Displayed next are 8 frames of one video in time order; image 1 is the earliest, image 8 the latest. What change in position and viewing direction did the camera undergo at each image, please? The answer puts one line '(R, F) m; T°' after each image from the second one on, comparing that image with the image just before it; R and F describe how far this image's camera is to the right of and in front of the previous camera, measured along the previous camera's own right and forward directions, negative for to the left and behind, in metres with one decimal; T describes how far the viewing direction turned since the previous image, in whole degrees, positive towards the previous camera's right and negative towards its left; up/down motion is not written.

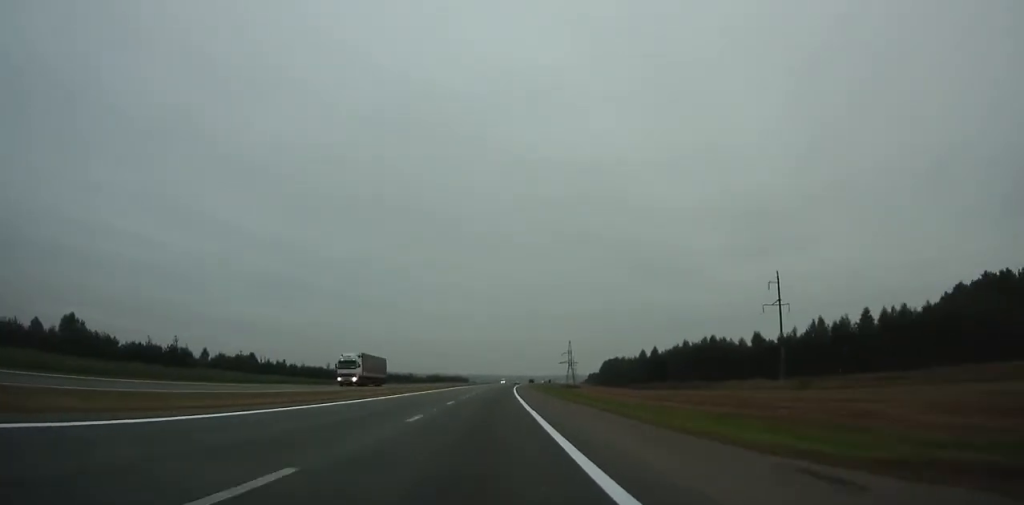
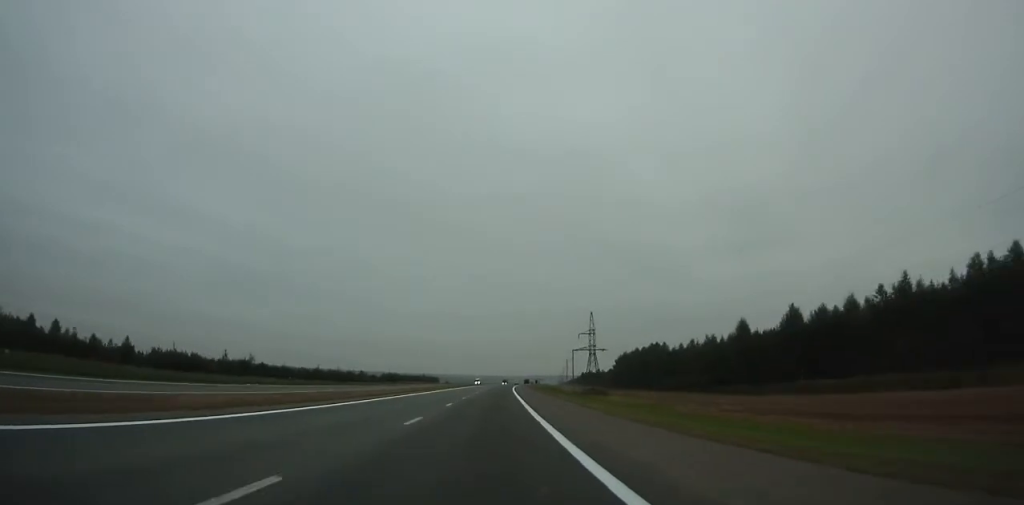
(+1.9, +108.8) m; +2°
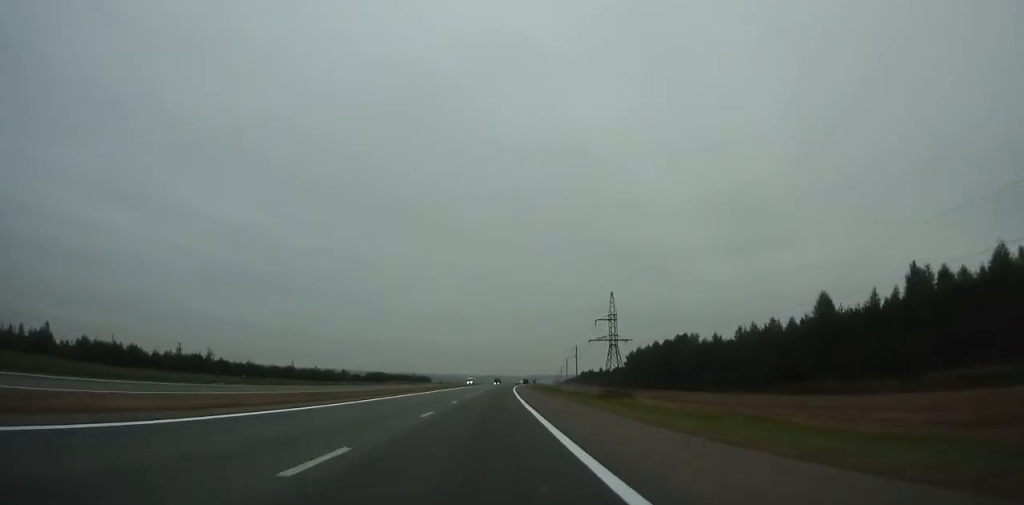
(+0.2, +33.0) m; +1°
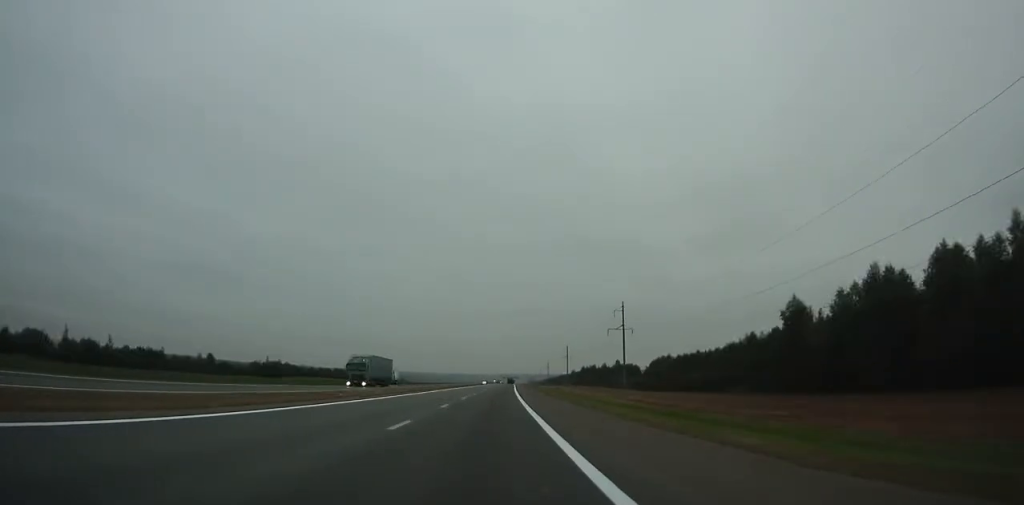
(+3.8, +147.1) m; +3°
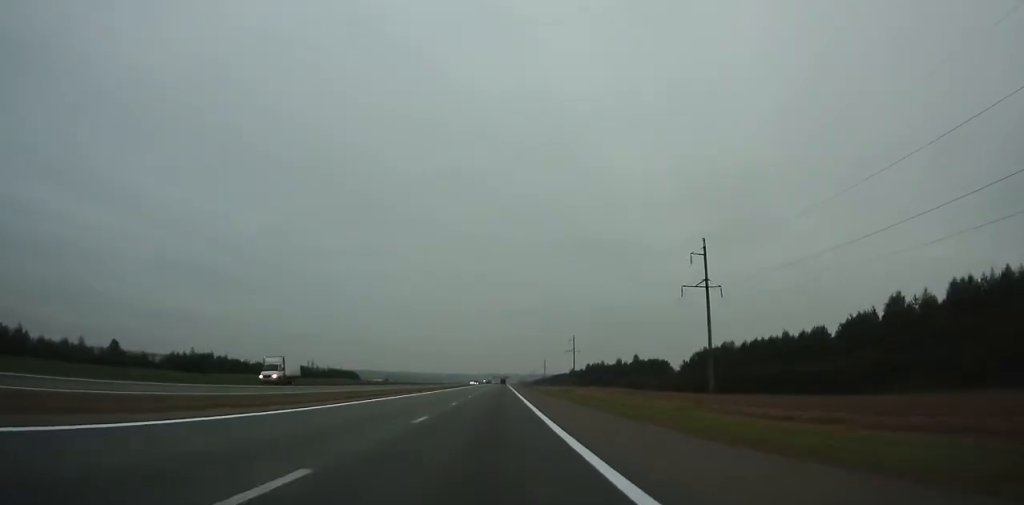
(+0.8, +56.4) m; +1°
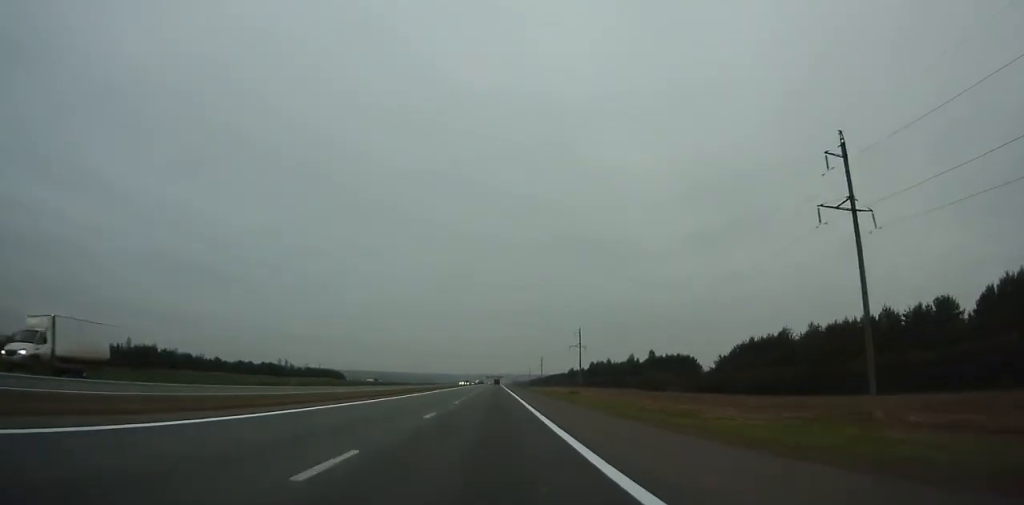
(+0.2, +32.6) m; +1°
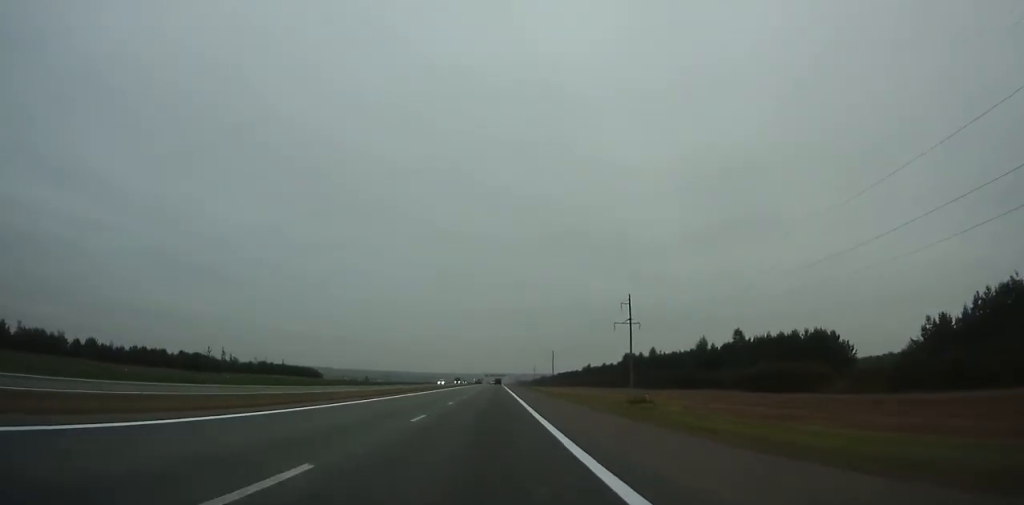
(+0.4, +70.1) m; 0°
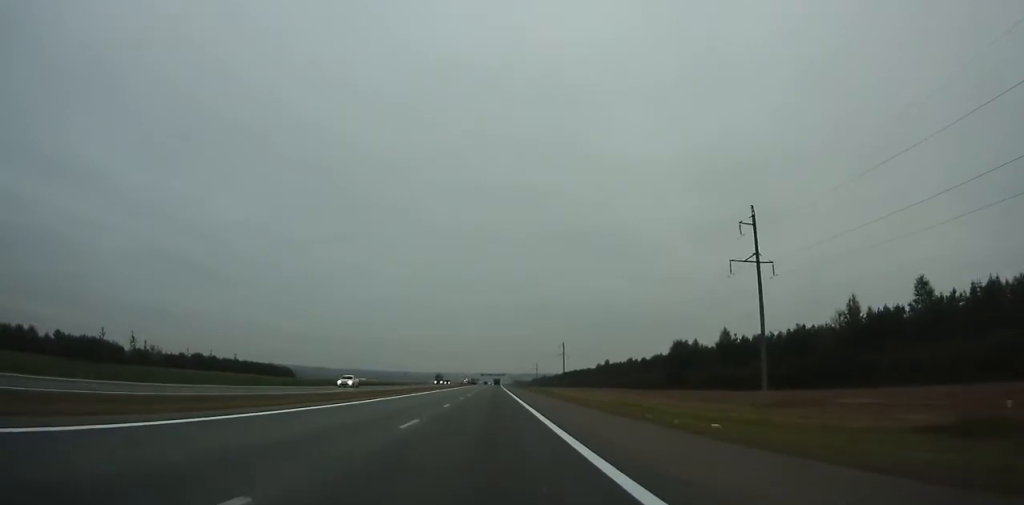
(-0.1, +60.5) m; 0°
